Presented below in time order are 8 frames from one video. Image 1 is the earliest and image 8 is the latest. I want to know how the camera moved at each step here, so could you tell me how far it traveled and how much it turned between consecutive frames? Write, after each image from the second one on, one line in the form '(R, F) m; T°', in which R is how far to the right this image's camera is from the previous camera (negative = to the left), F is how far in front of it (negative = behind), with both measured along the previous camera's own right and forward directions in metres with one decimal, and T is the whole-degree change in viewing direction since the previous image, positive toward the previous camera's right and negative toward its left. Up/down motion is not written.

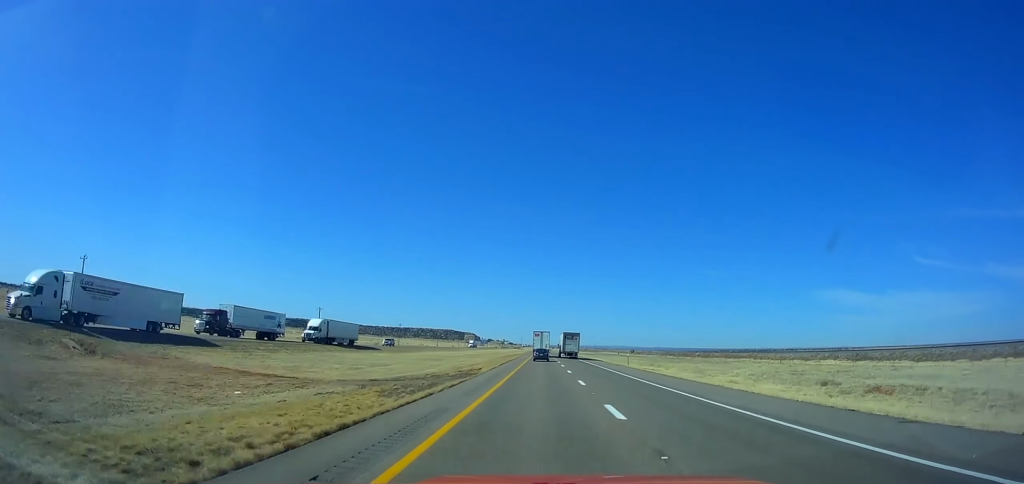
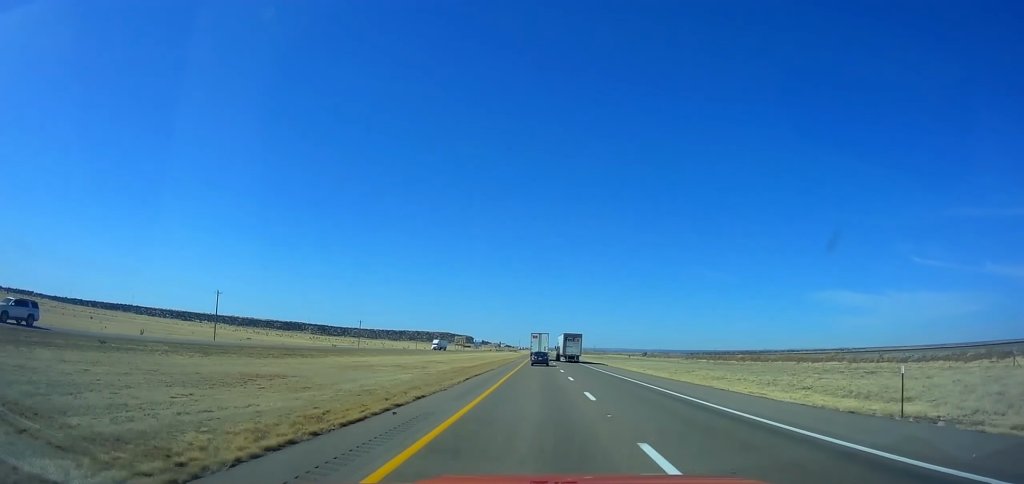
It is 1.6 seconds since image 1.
(-0.1, +55.4) m; 0°
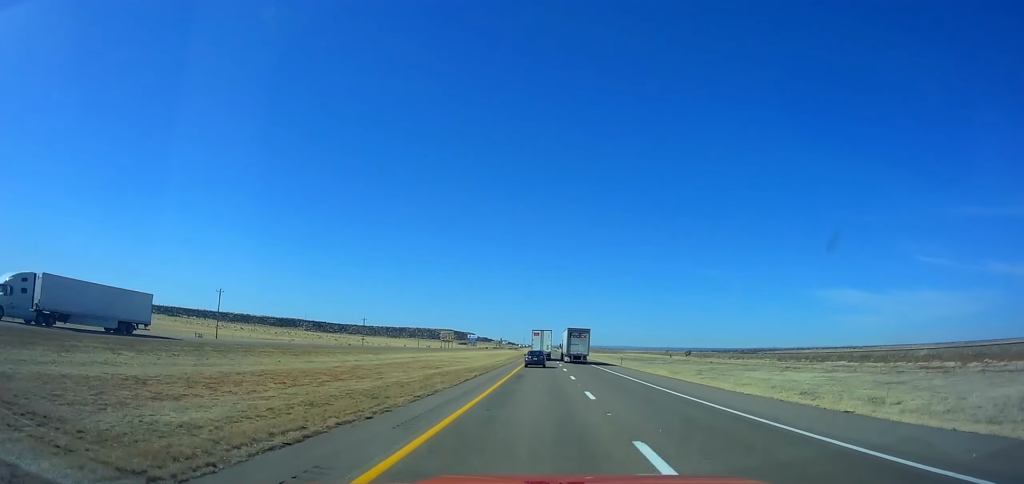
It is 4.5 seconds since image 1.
(-0.1, +98.9) m; 0°
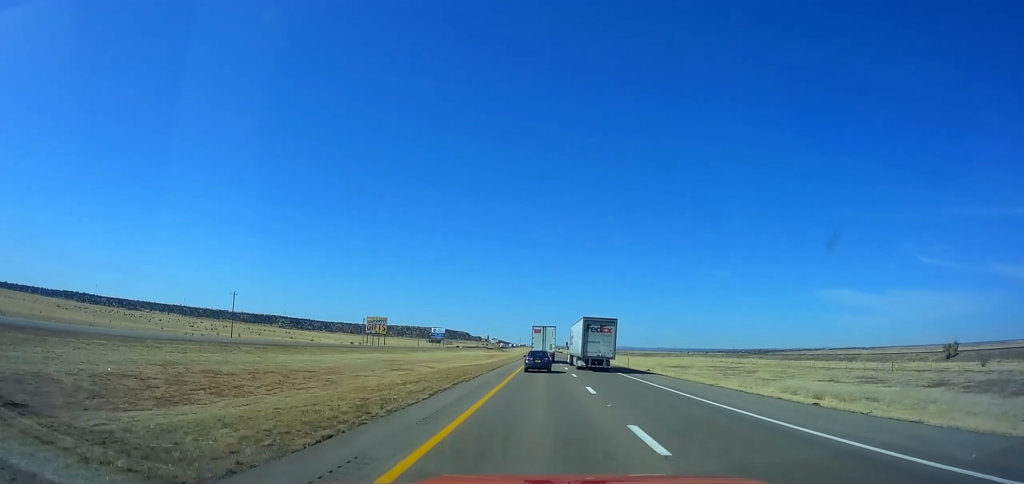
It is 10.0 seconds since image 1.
(-0.2, +182.0) m; 0°
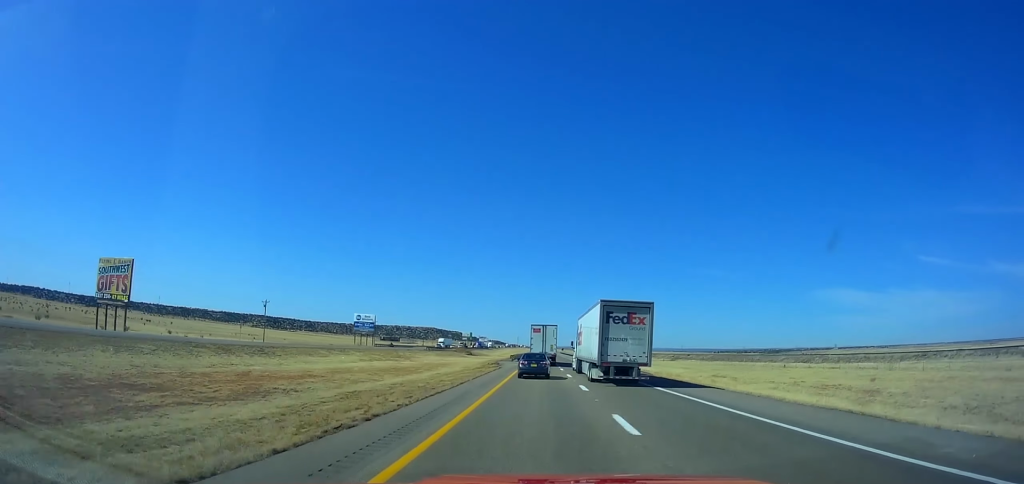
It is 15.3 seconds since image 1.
(+0.6, +169.9) m; +1°
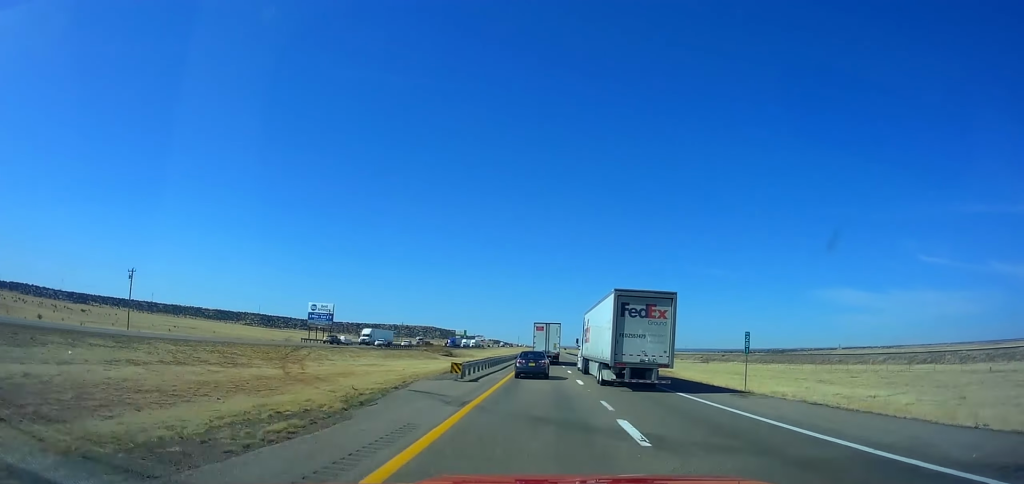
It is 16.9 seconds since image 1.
(+0.1, +50.2) m; 0°
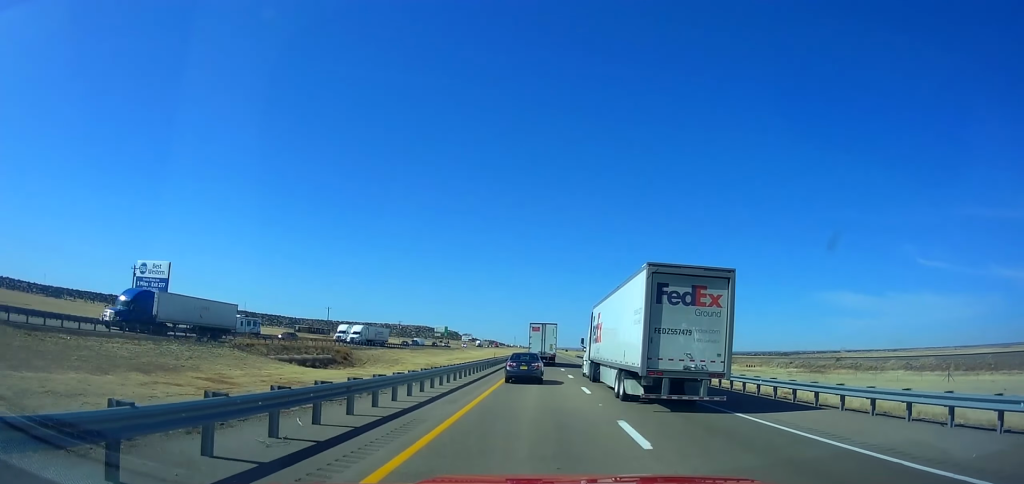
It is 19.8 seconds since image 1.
(+0.1, +90.6) m; 0°
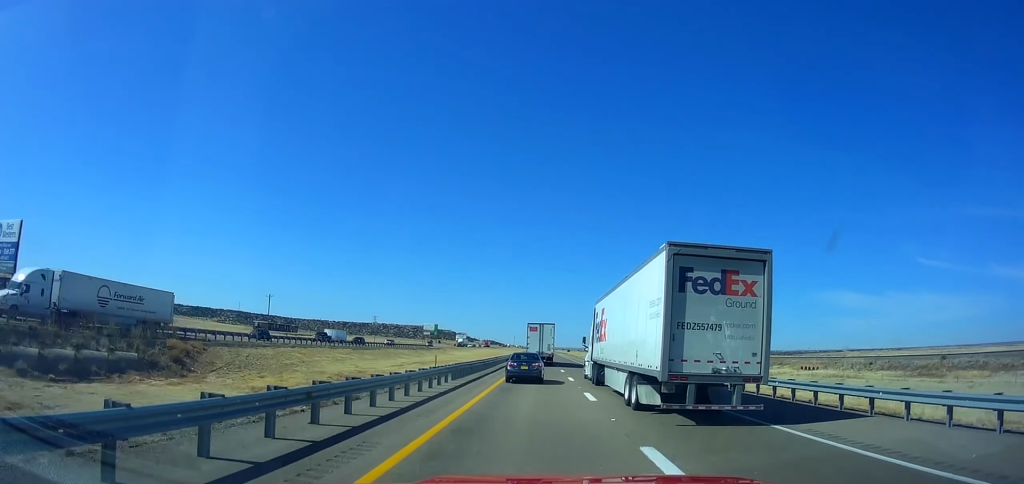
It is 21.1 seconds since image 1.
(+0.1, +40.4) m; 0°
